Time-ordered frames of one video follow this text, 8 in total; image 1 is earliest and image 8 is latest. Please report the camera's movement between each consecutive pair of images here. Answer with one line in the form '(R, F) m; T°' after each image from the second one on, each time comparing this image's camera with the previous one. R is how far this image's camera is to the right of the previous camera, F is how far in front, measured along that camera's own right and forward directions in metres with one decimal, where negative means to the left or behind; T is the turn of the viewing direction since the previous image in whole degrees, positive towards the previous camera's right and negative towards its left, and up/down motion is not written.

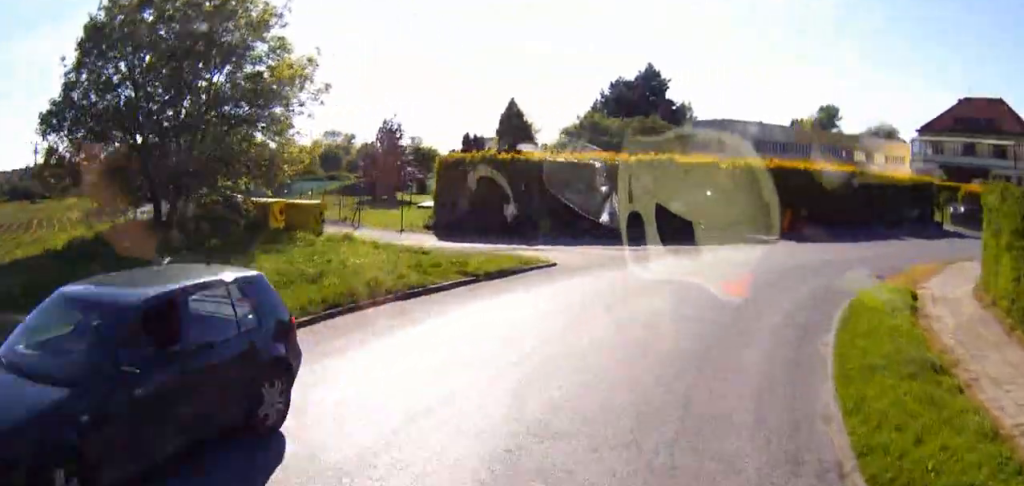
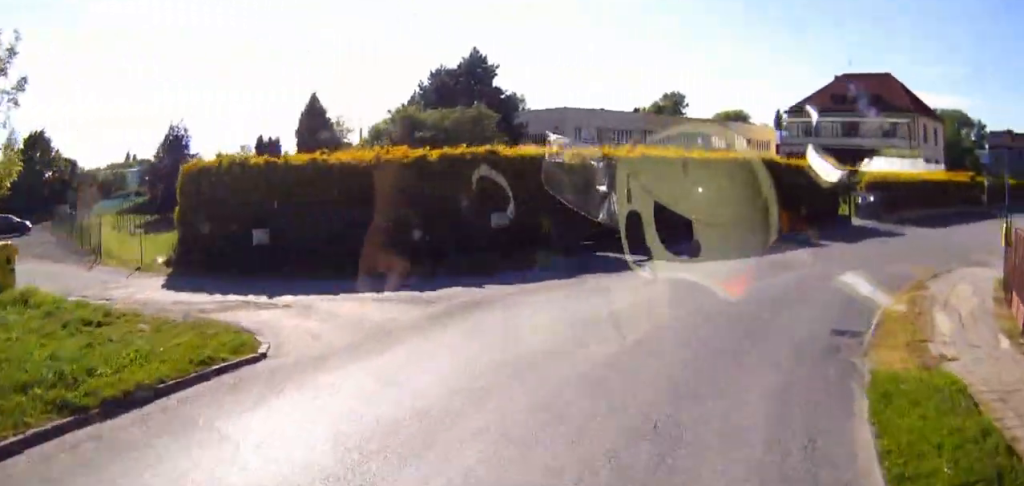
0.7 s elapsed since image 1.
(-0.3, +9.0) m; +10°
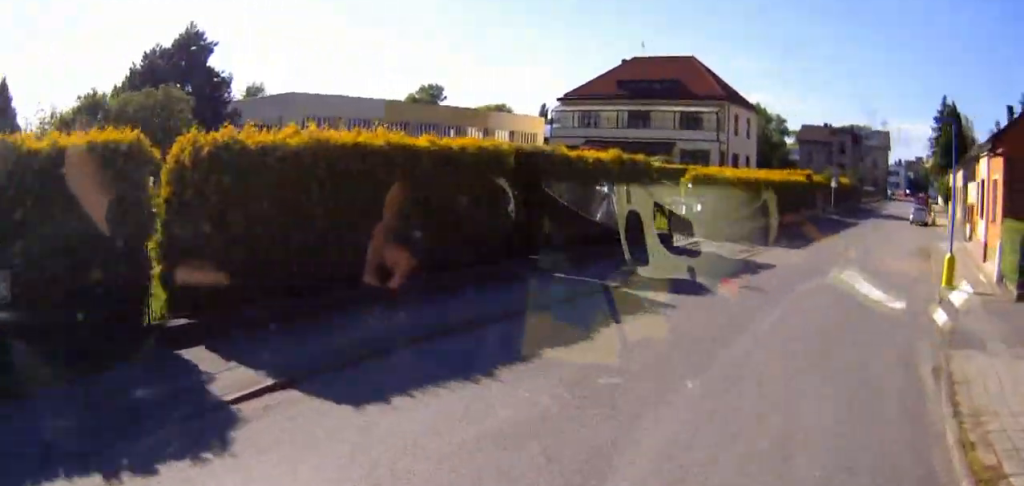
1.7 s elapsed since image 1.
(+2.4, +10.6) m; +23°
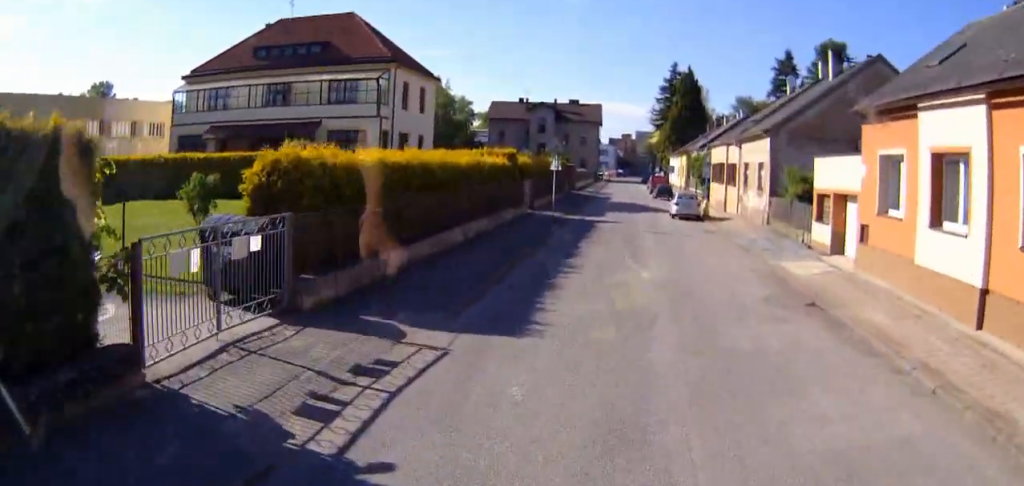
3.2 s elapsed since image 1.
(+3.7, +14.1) m; +25°
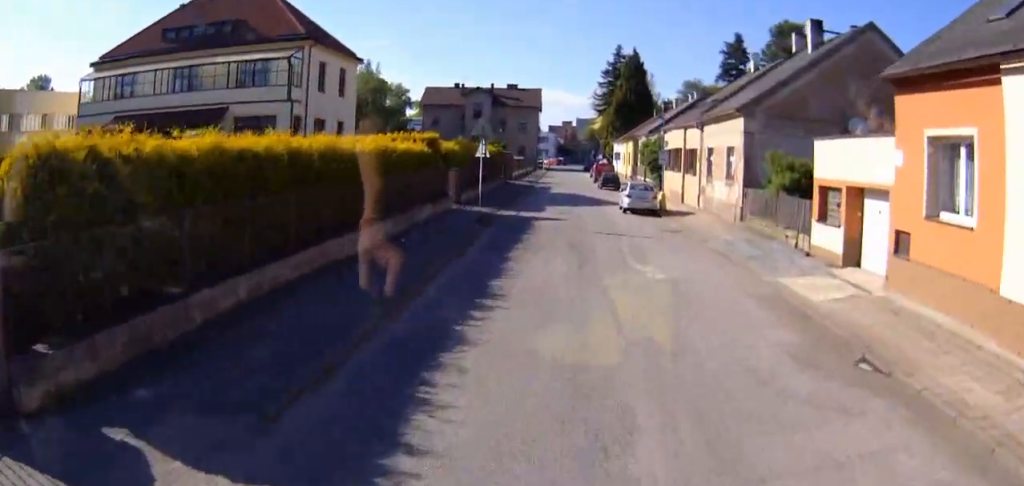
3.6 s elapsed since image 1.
(+0.5, +4.6) m; +5°
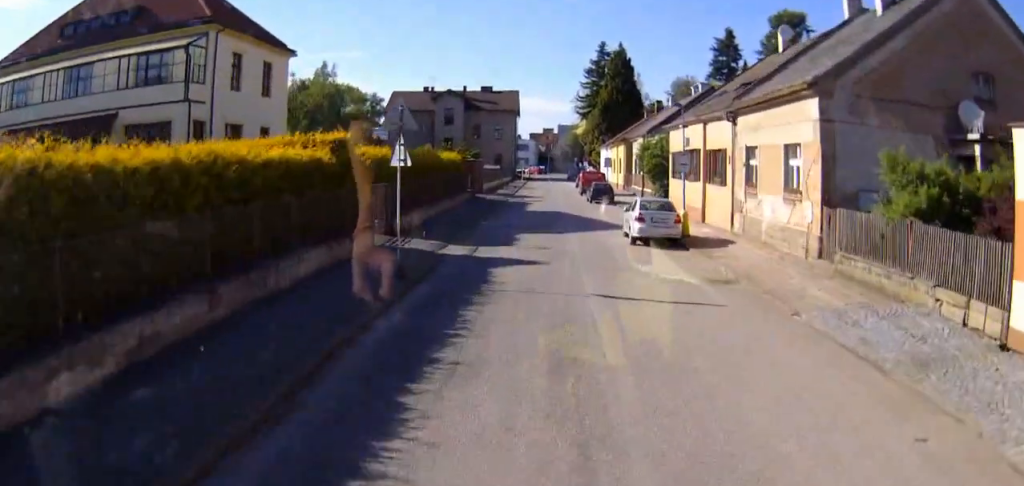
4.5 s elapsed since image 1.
(+0.4, +8.5) m; +5°
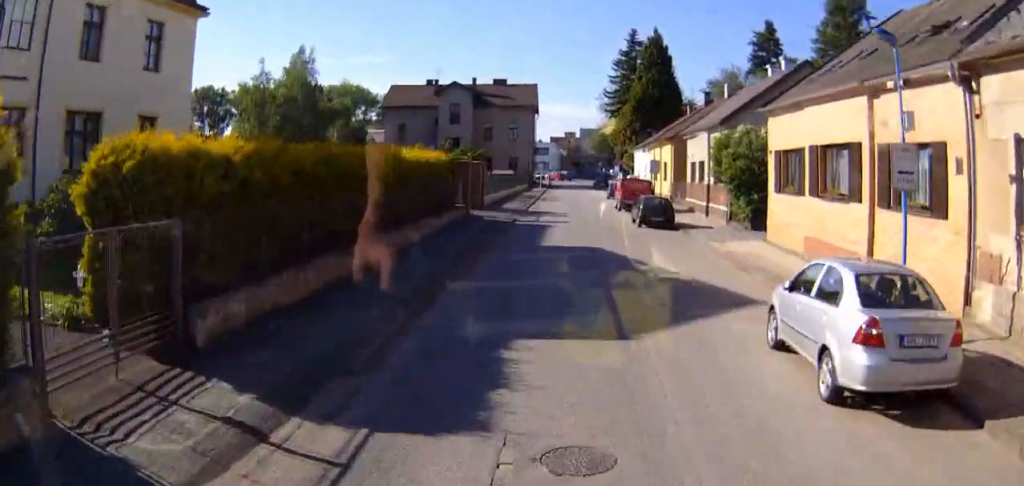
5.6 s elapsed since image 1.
(+0.5, +12.3) m; +4°
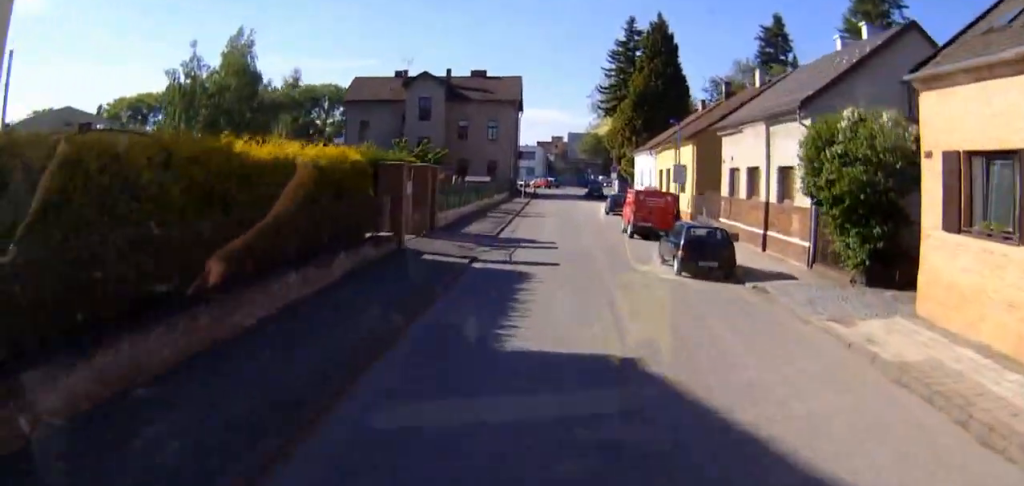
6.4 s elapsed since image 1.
(+0.3, +10.9) m; +1°
